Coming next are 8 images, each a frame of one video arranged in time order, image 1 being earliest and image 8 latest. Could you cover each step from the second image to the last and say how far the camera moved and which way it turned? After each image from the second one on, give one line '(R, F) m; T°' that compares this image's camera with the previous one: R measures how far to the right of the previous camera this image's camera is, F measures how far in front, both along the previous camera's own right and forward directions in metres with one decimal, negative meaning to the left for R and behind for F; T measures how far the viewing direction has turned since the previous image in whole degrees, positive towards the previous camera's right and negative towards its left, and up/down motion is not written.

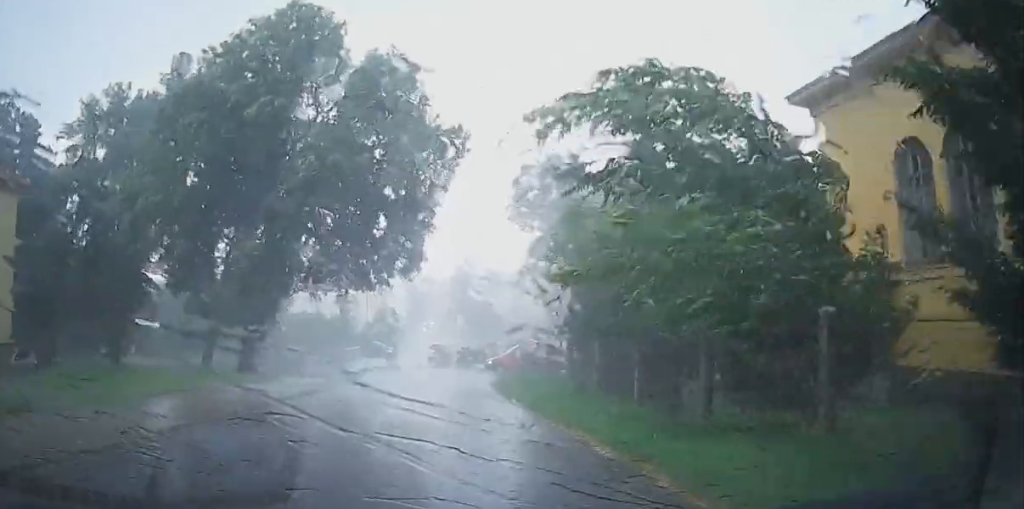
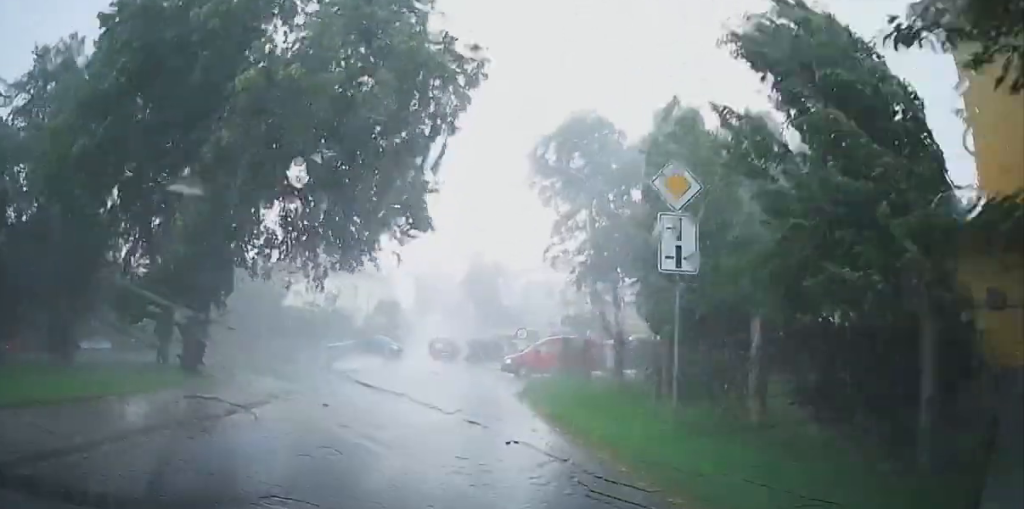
(0.0, +8.7) m; 0°
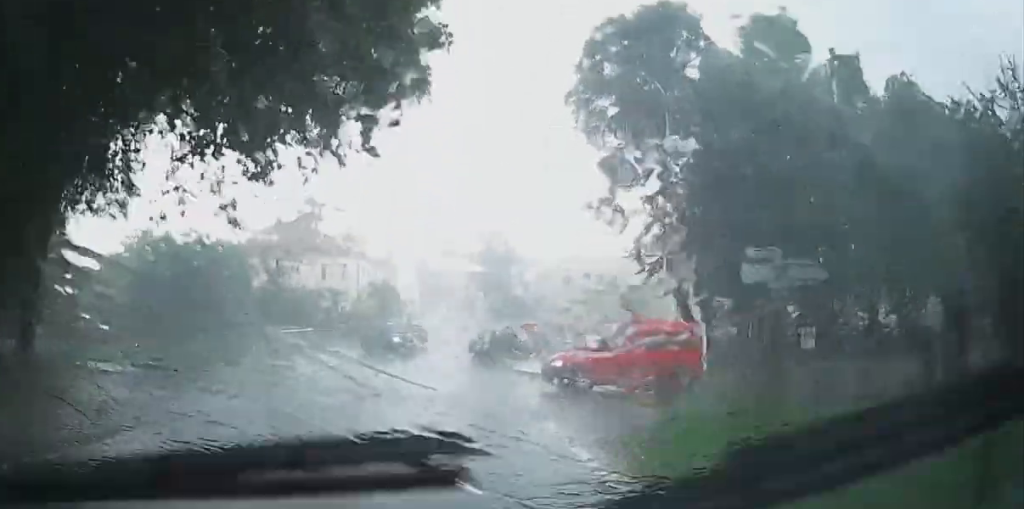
(0.0, +13.7) m; 0°
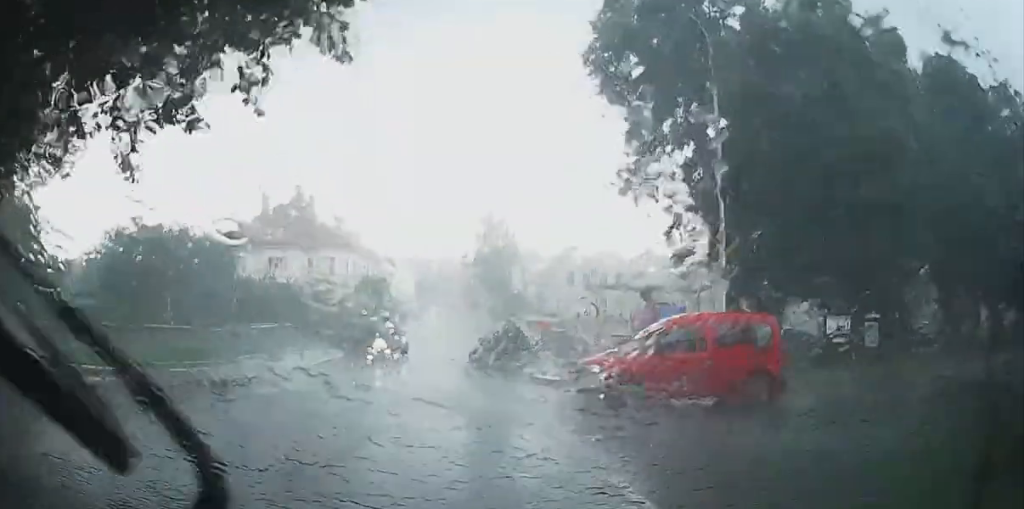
(0.0, +5.4) m; 0°
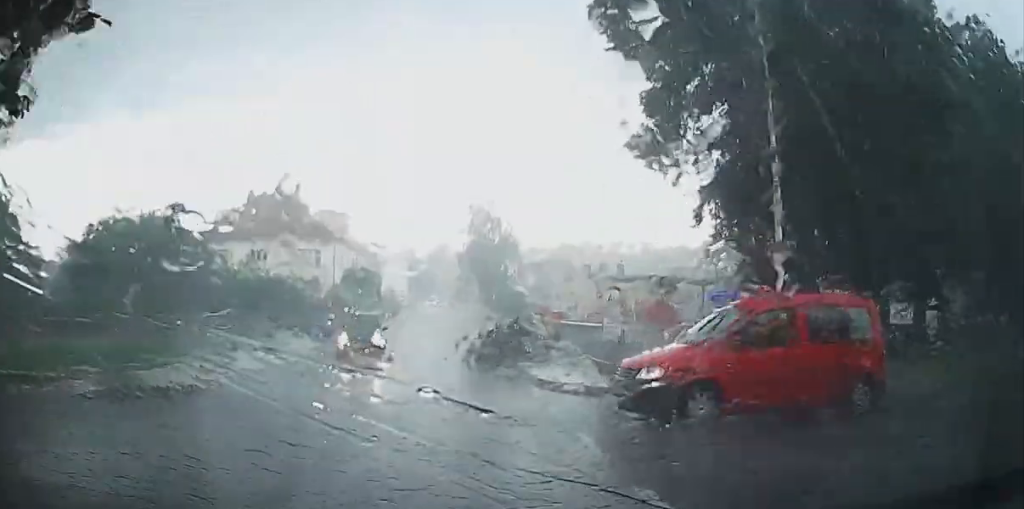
(0.0, +4.6) m; 0°
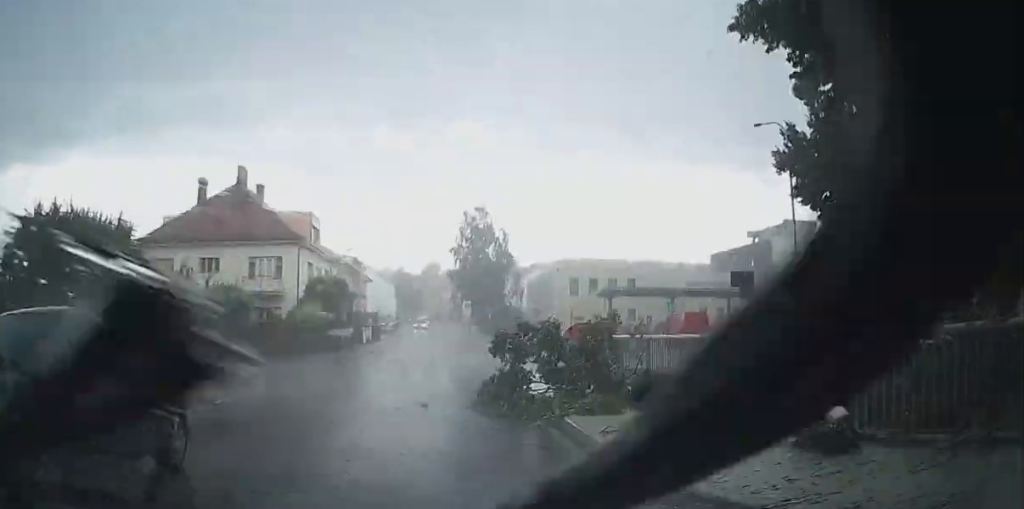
(0.0, +17.6) m; -1°
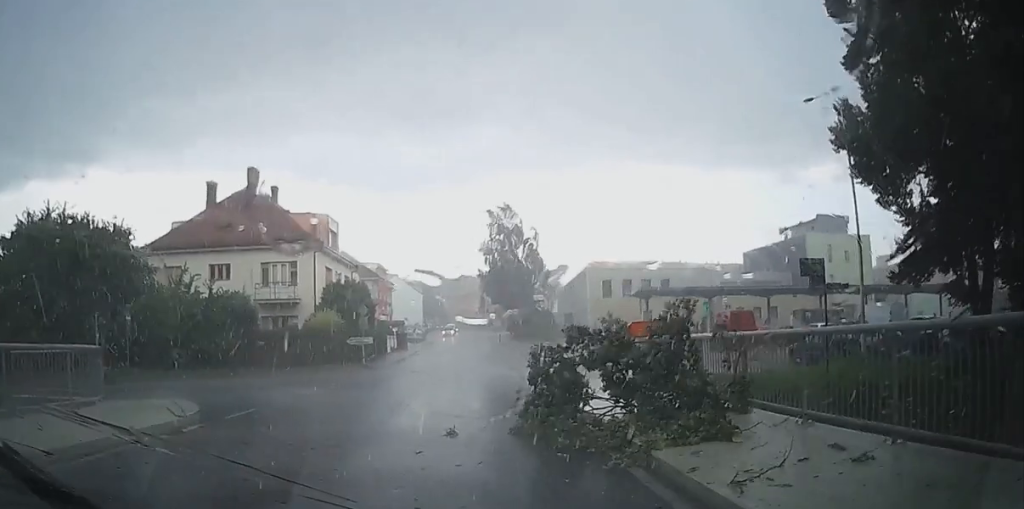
(-0.1, +6.1) m; +1°
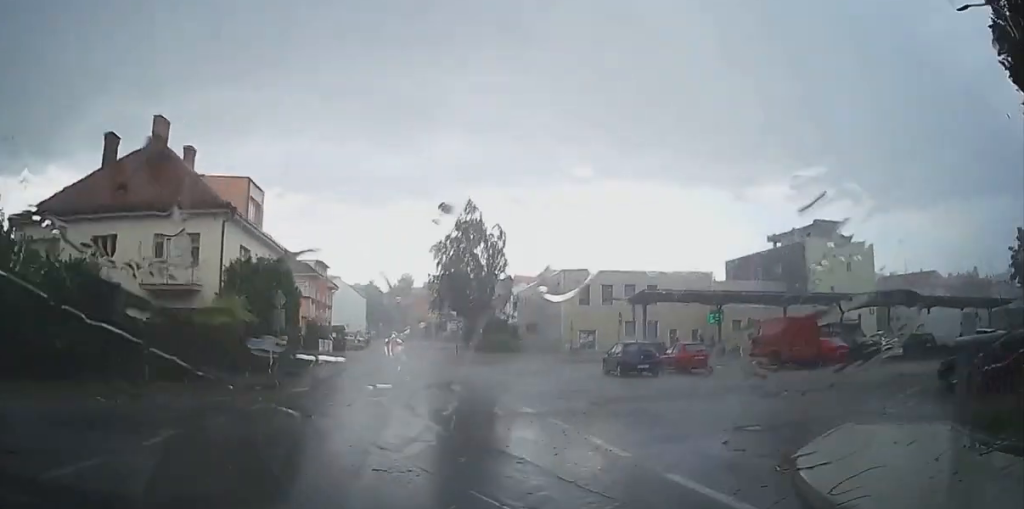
(+0.1, +13.9) m; -4°
